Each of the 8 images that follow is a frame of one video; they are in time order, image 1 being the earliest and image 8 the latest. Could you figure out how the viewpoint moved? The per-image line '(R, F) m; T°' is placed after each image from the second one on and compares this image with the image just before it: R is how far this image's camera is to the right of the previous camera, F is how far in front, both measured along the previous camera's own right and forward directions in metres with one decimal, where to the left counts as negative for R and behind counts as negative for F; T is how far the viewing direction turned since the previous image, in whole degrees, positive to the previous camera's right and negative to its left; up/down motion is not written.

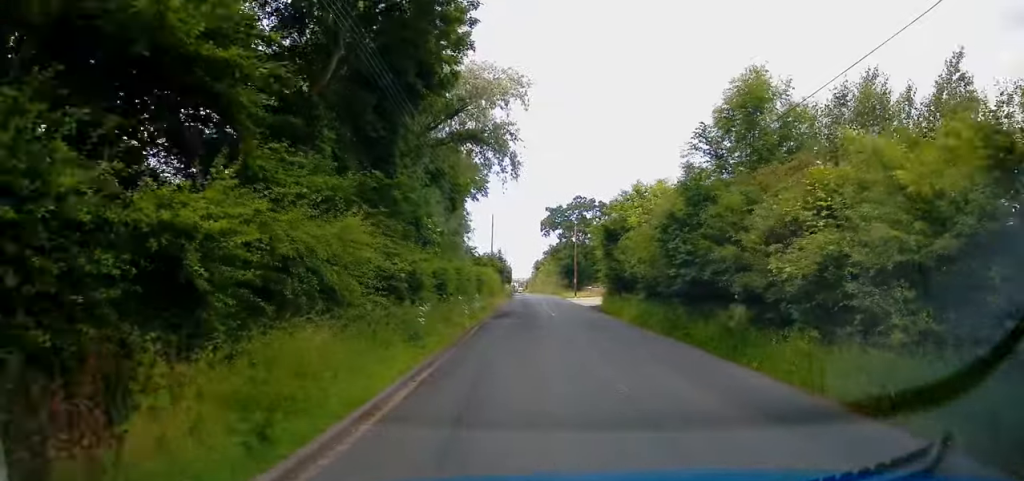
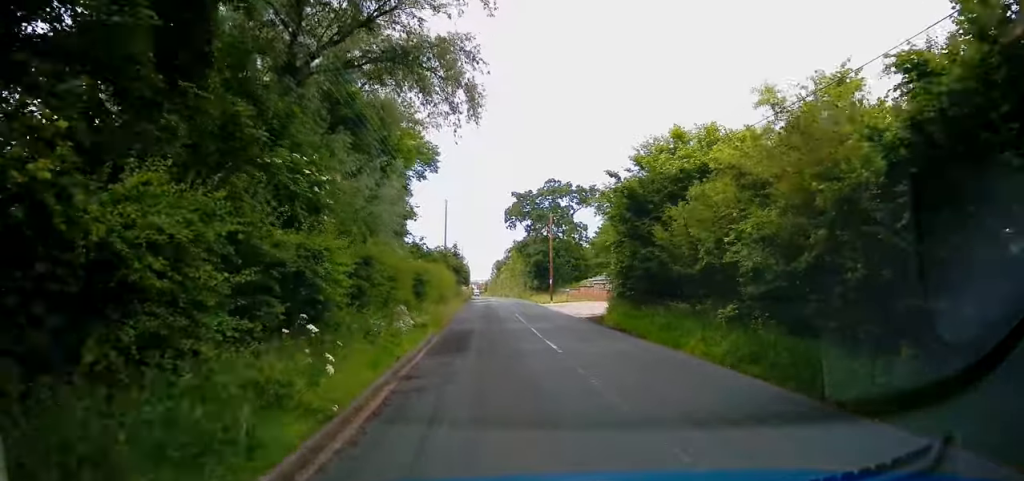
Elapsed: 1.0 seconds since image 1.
(+0.9, +13.0) m; +6°
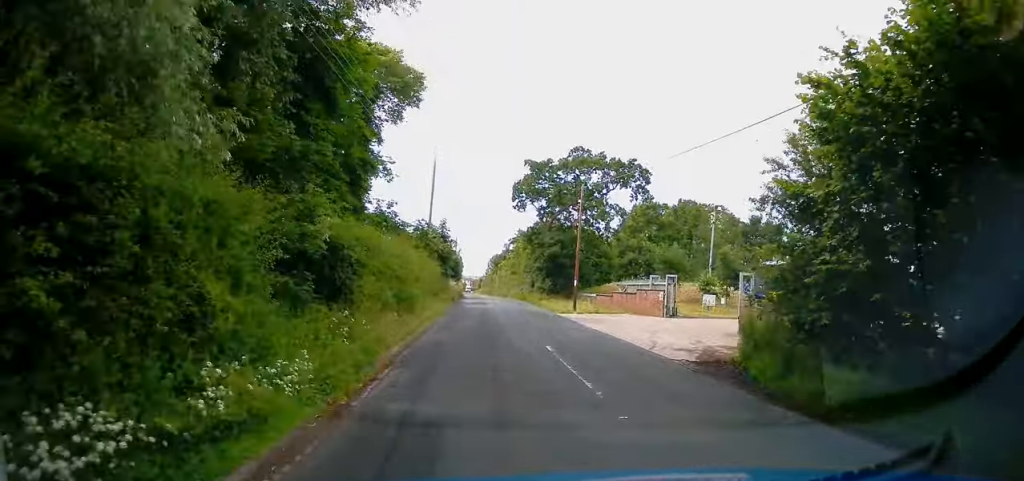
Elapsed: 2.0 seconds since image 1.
(+0.6, +14.5) m; +3°
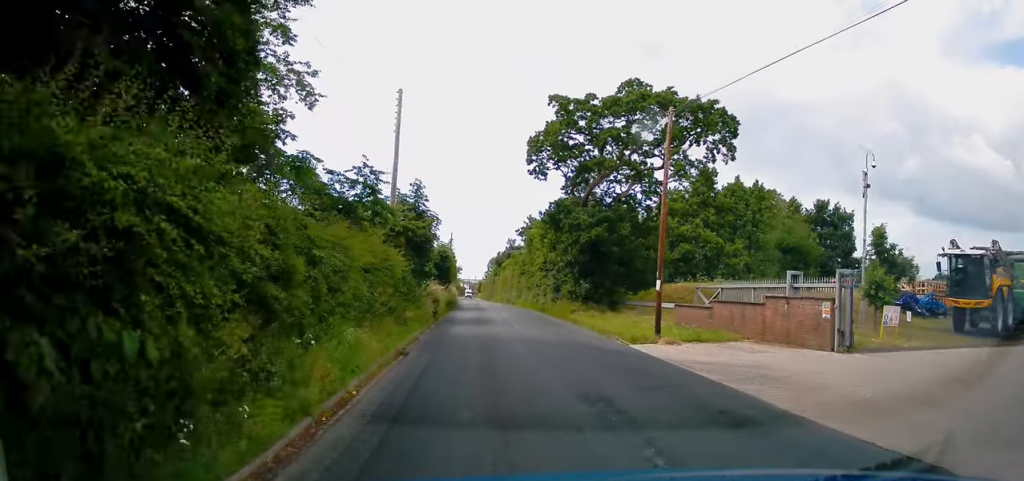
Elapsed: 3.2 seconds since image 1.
(0.0, +16.2) m; -1°
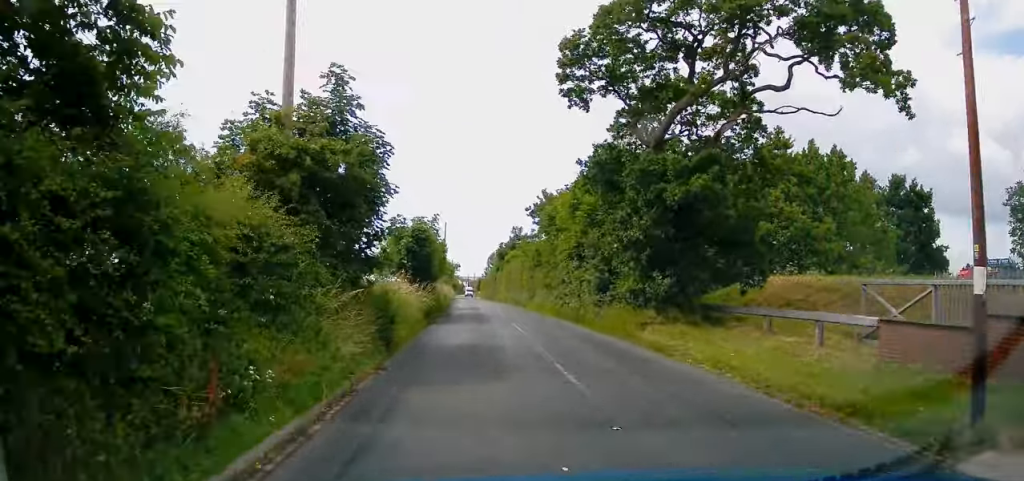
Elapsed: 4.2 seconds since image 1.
(-0.2, +13.2) m; 0°
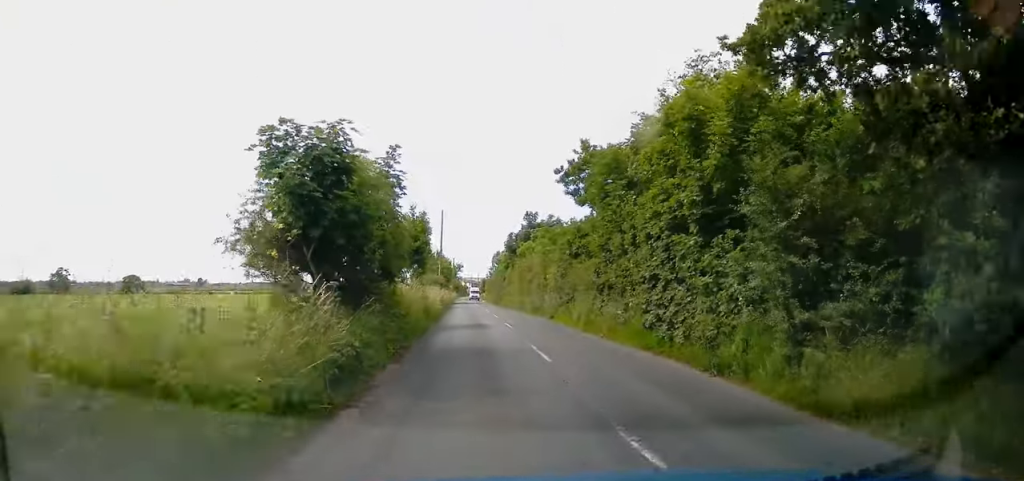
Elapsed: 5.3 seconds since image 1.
(+0.2, +14.1) m; -1°
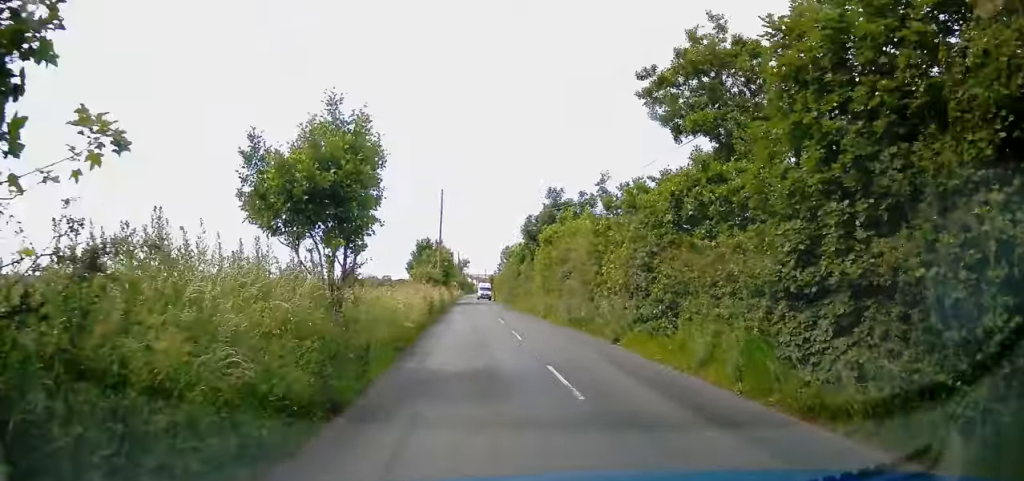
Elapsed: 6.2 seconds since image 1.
(-0.4, +12.7) m; -2°
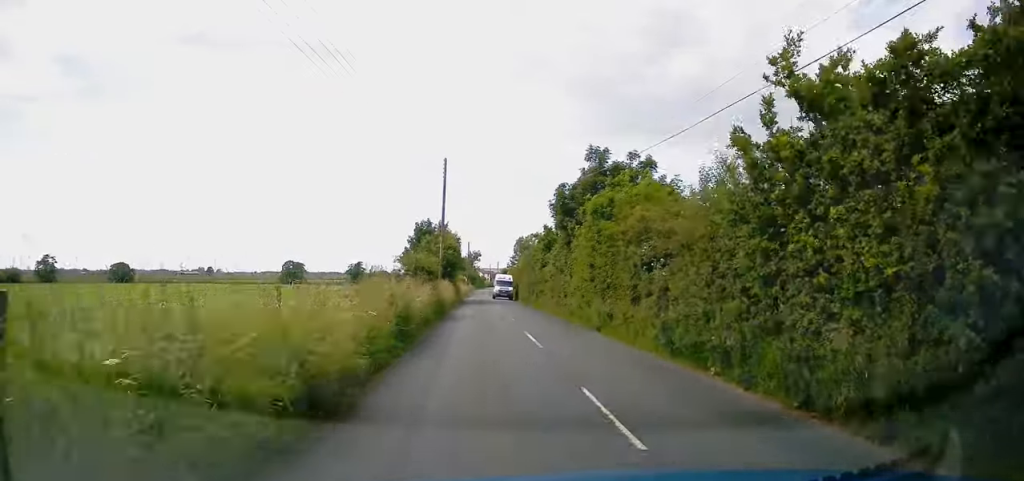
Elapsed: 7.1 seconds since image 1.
(-0.1, +11.4) m; 0°
